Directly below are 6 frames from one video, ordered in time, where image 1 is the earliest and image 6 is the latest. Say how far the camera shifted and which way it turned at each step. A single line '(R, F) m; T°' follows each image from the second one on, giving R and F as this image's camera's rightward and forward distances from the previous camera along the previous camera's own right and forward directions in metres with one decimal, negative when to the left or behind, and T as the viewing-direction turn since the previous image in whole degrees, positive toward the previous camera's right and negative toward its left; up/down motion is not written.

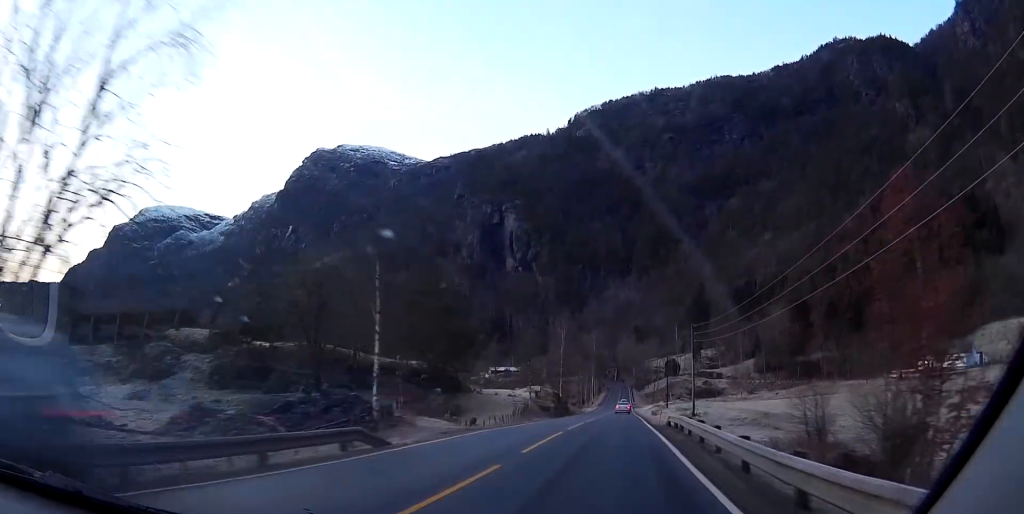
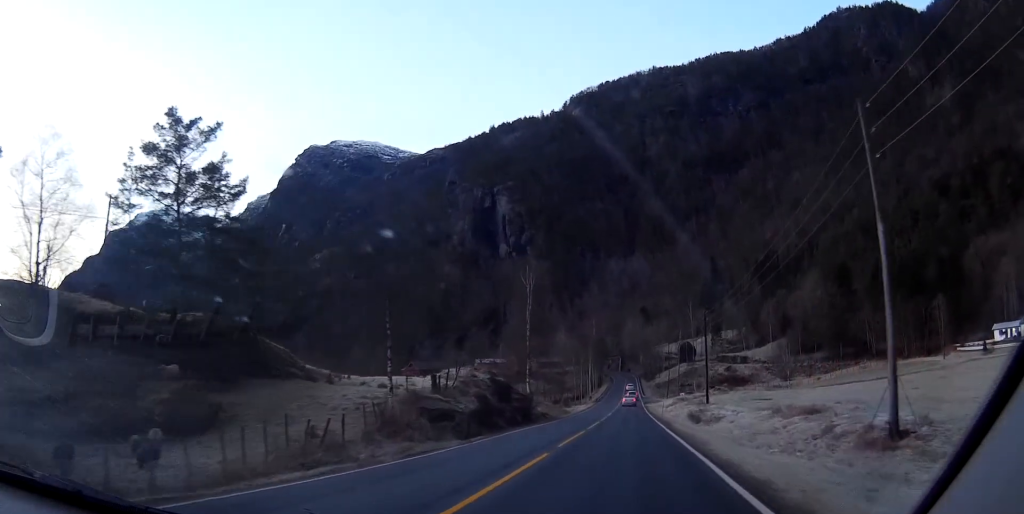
(0.0, +44.5) m; +1°
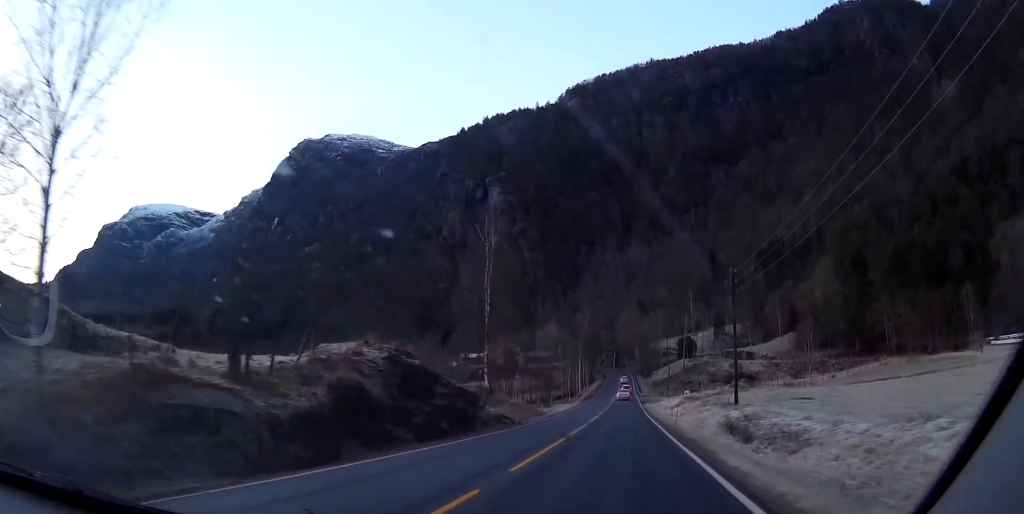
(+0.1, +18.7) m; 0°
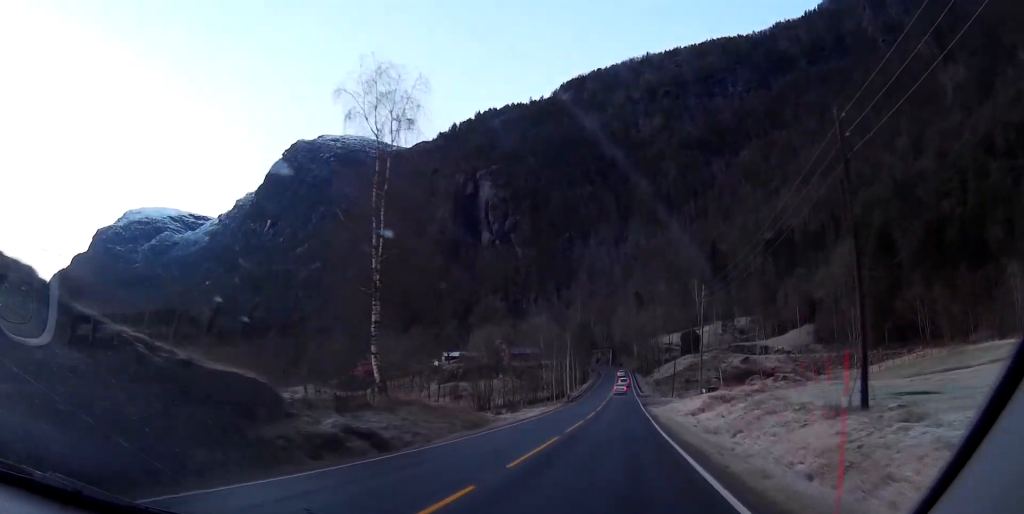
(-0.1, +23.4) m; 0°
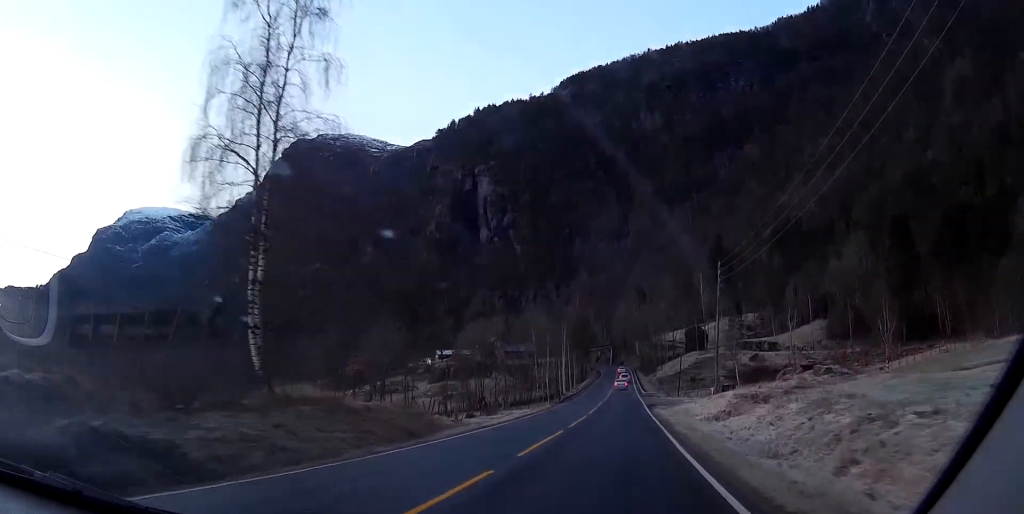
(0.0, +10.6) m; 0°
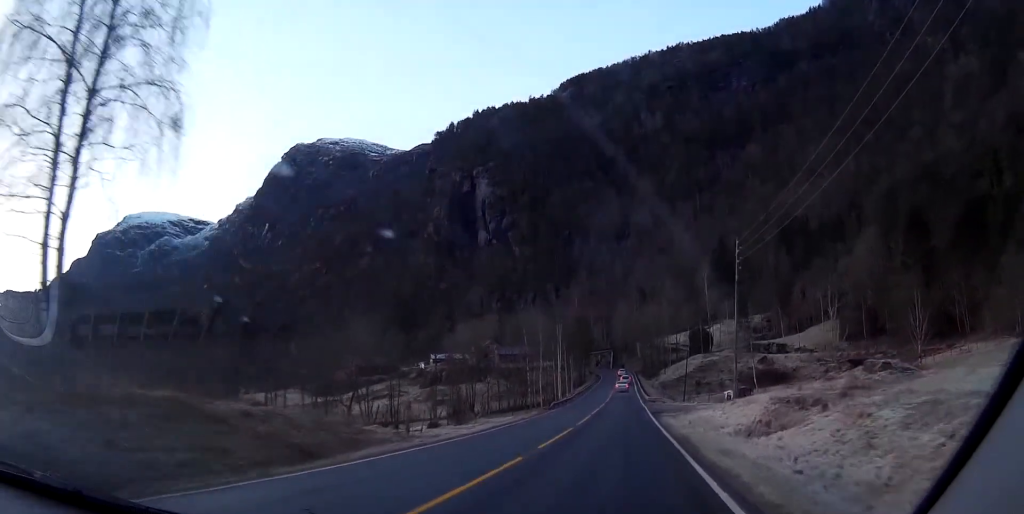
(0.0, +8.8) m; 0°
